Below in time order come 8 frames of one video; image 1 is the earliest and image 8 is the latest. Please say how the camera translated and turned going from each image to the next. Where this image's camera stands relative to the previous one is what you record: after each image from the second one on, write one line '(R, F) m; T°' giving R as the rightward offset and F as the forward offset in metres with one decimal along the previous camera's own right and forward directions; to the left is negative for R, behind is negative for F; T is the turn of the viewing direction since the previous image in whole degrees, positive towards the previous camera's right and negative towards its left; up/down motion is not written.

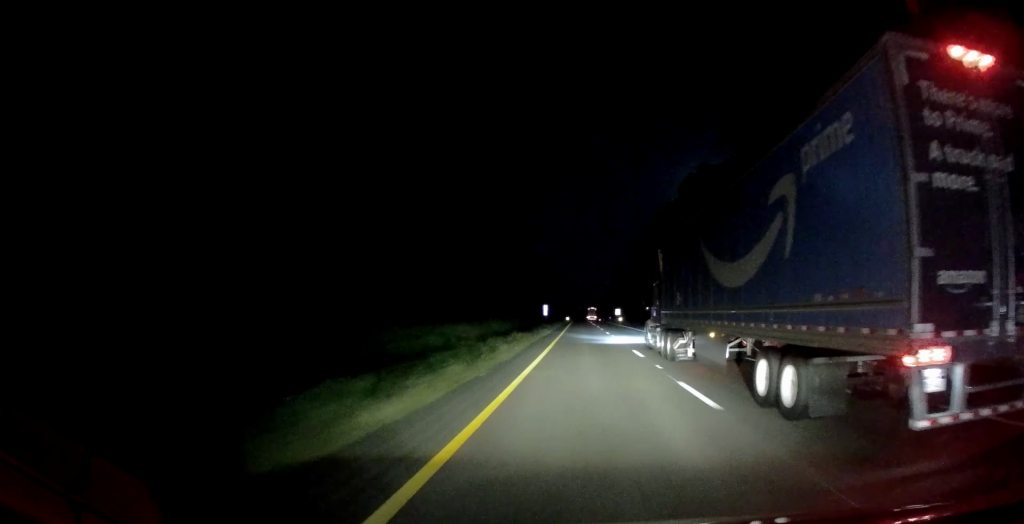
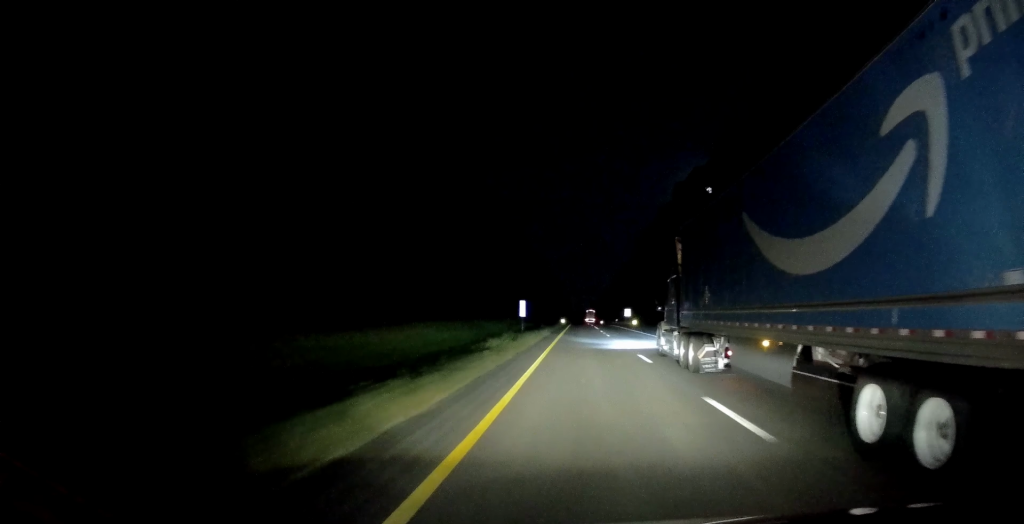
(+0.1, +38.6) m; 0°
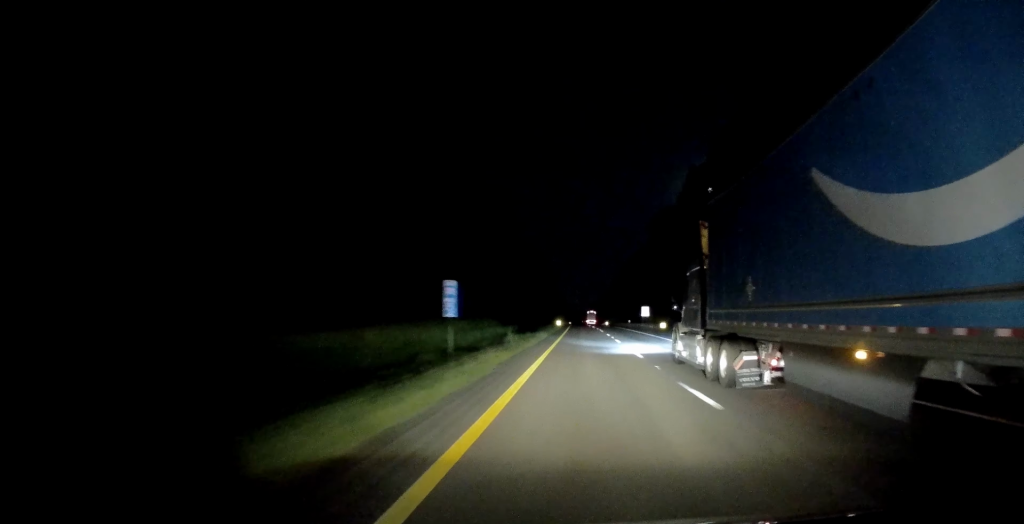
(-0.1, +33.3) m; -1°
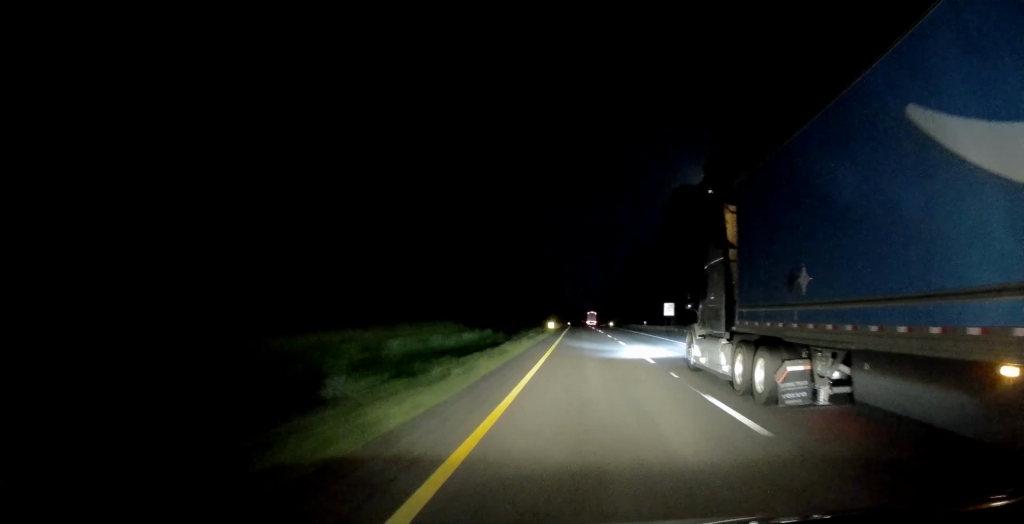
(-0.2, +26.4) m; 0°
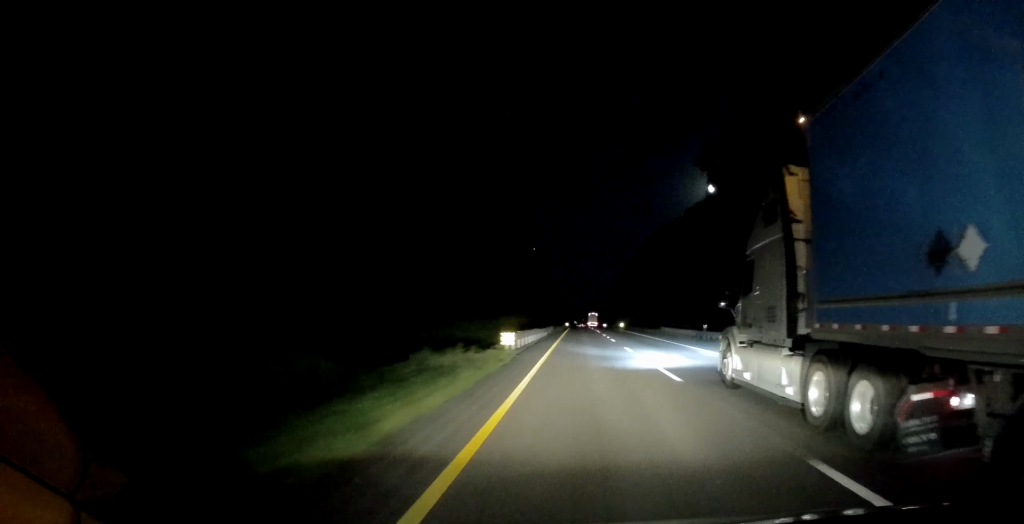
(+0.1, +41.3) m; +1°
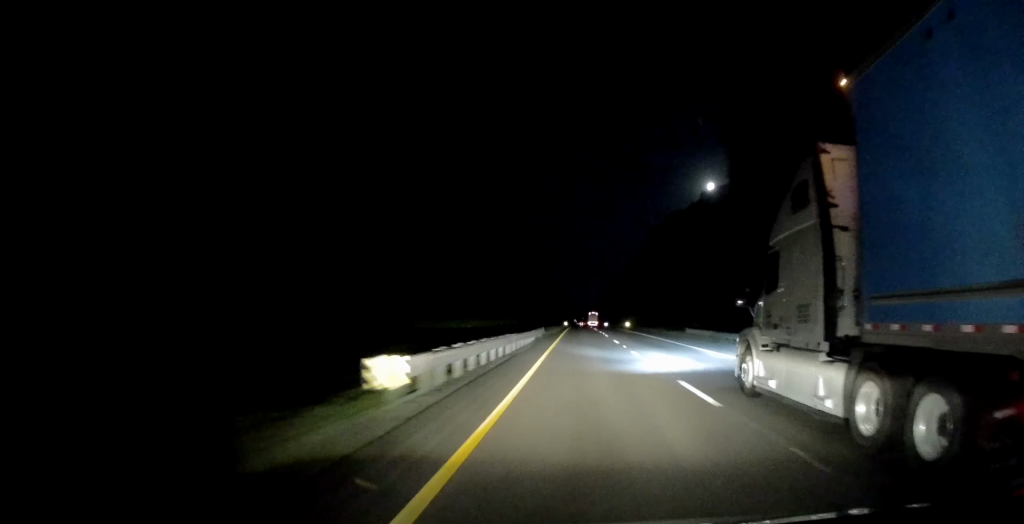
(+0.1, +16.0) m; 0°
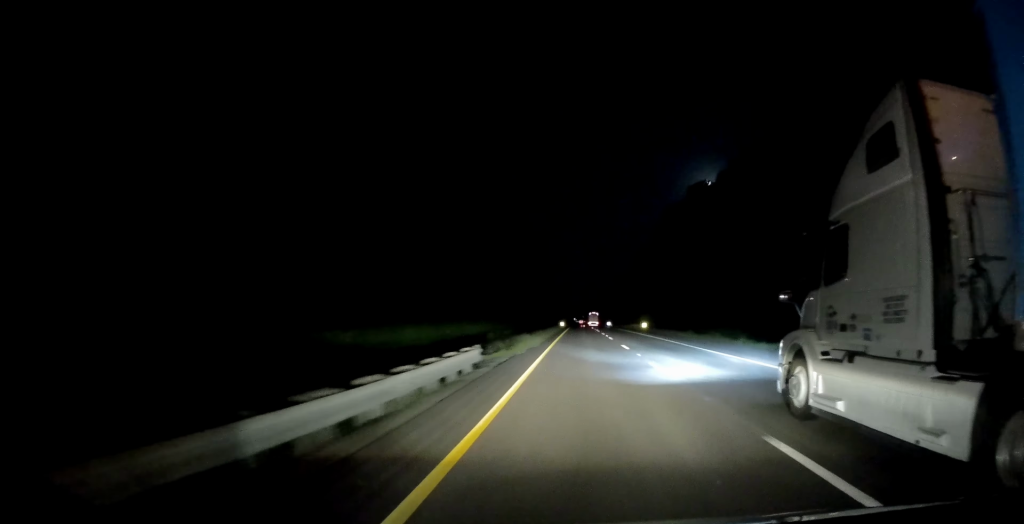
(-0.1, +31.2) m; 0°
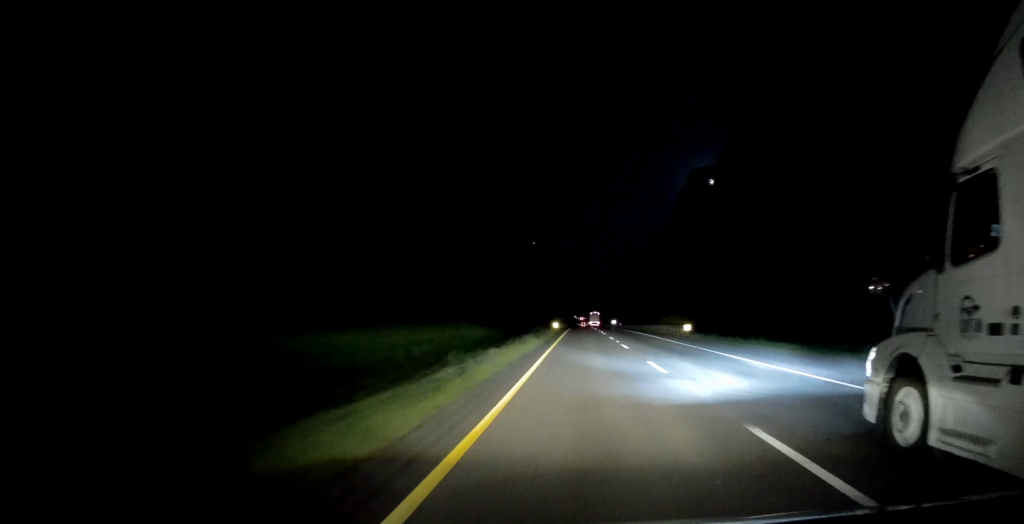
(0.0, +35.9) m; -1°
